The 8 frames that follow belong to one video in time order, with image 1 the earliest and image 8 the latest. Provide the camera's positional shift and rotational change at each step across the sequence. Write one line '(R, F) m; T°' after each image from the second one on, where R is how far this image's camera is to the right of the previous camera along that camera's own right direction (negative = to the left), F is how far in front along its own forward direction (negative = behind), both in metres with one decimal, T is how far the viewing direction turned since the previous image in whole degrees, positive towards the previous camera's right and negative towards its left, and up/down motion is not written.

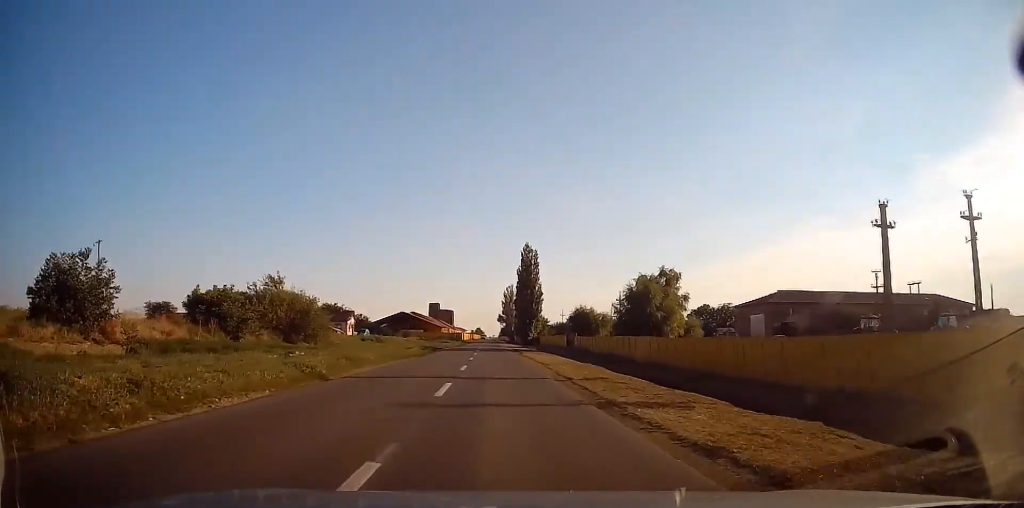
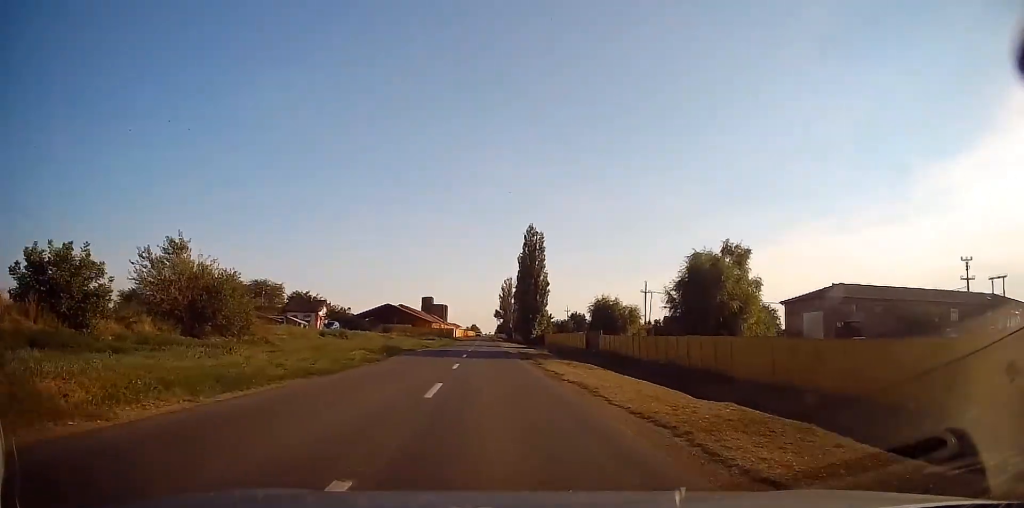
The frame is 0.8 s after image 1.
(+0.1, +17.9) m; 0°
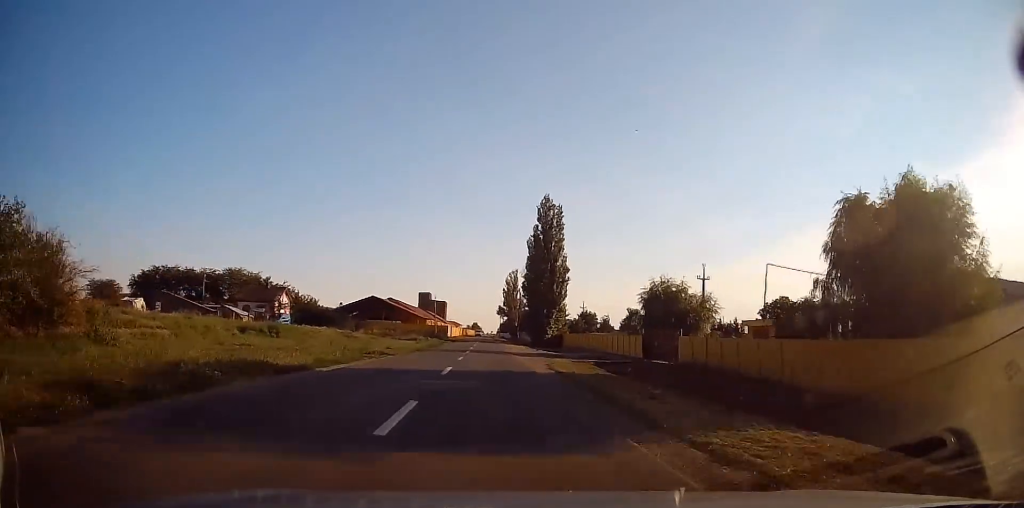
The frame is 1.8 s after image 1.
(-0.1, +20.7) m; 0°
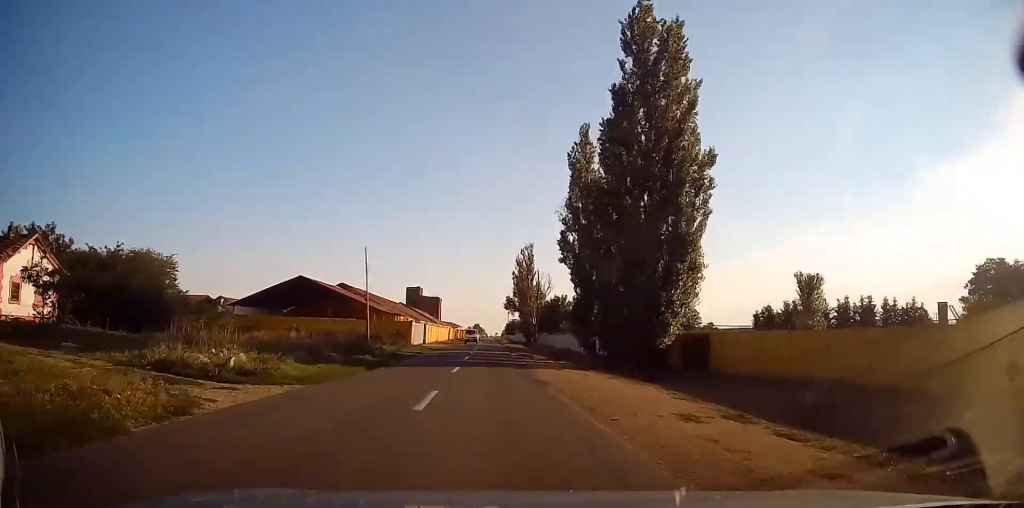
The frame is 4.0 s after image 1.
(+0.2, +49.1) m; 0°
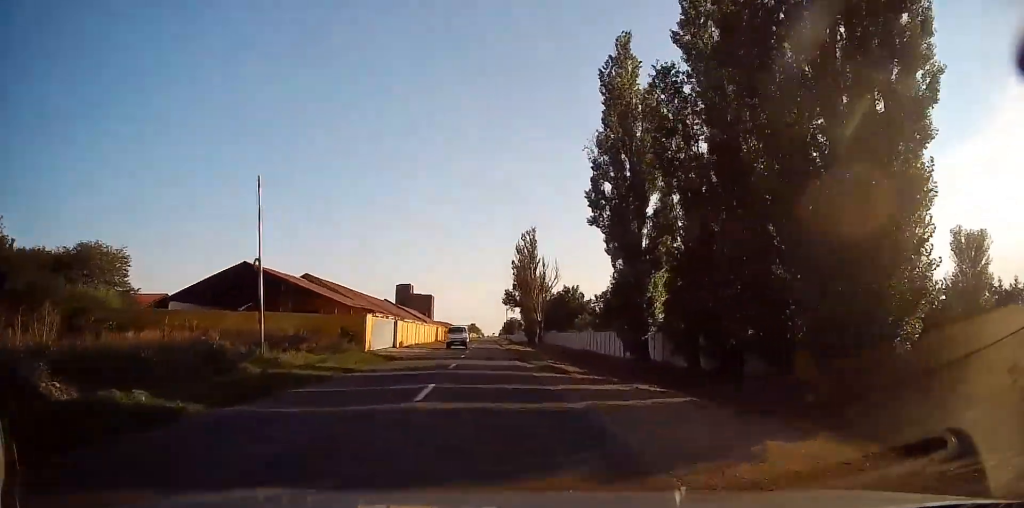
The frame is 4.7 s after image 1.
(0.0, +16.8) m; 0°
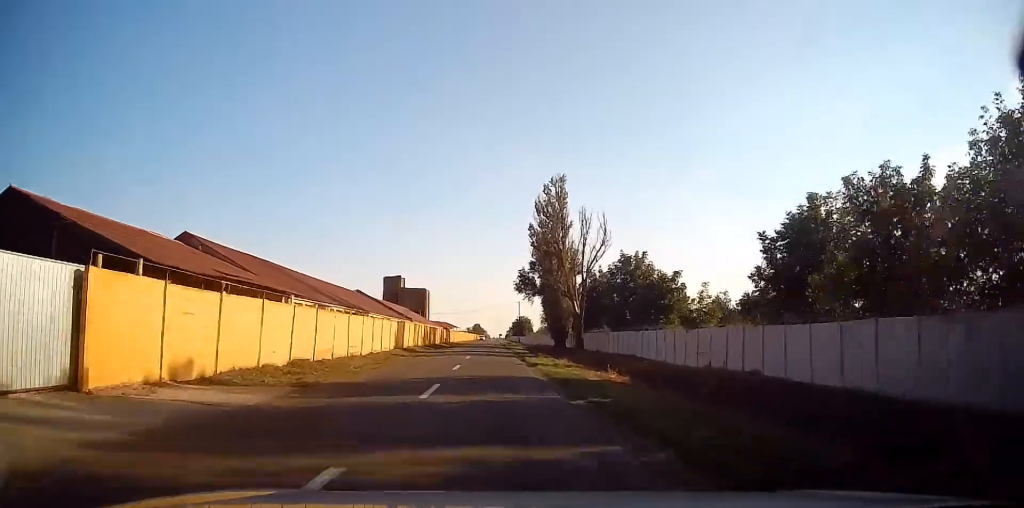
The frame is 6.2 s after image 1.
(-0.5, +34.8) m; -1°
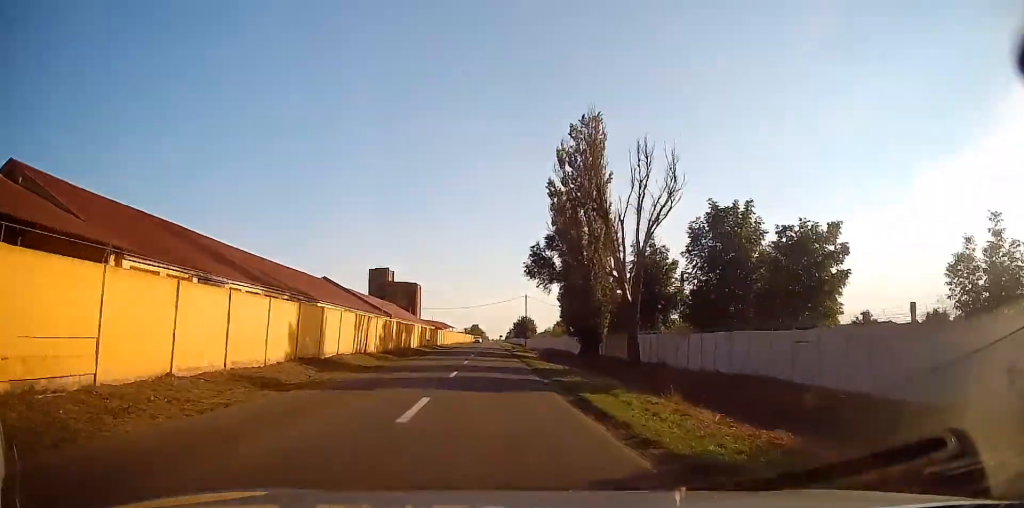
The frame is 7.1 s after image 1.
(+0.2, +21.4) m; +1°
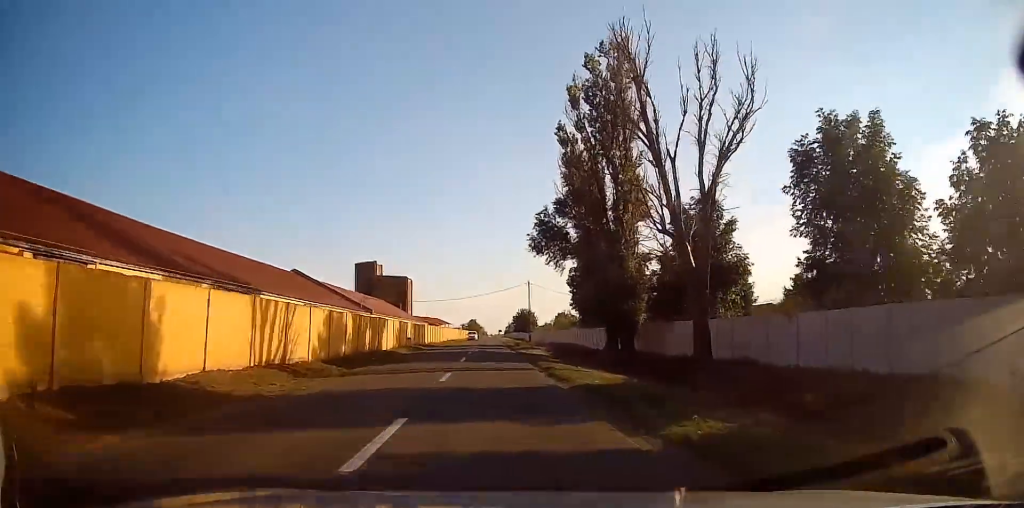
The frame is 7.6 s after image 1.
(+0.1, +12.2) m; 0°
